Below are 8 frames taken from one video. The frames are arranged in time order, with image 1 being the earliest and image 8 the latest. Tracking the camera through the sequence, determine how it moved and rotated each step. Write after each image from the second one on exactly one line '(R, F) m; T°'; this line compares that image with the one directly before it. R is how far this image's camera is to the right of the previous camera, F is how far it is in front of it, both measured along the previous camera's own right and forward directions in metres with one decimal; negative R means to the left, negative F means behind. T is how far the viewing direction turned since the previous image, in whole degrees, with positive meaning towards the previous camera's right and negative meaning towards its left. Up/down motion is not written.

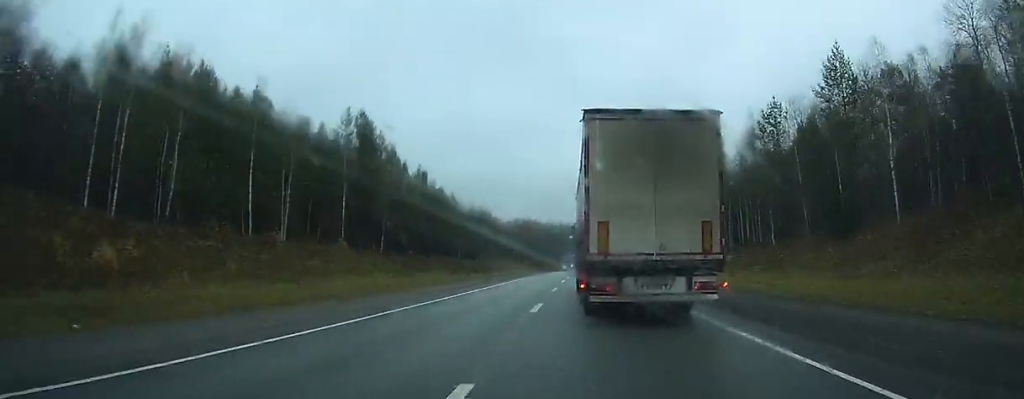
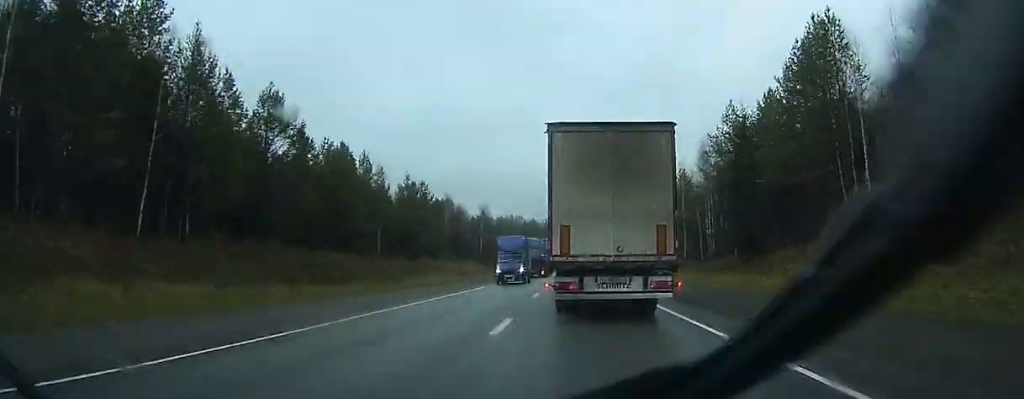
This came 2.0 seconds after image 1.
(+0.1, +40.9) m; +1°
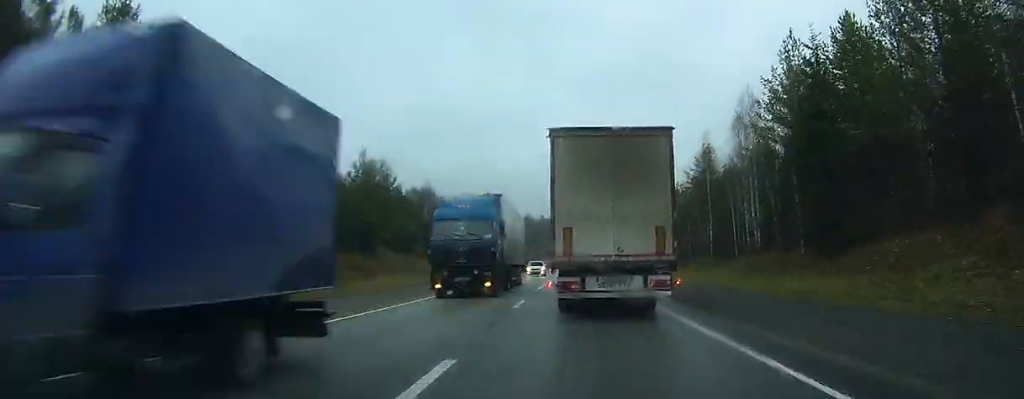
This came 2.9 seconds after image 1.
(0.0, +18.0) m; 0°
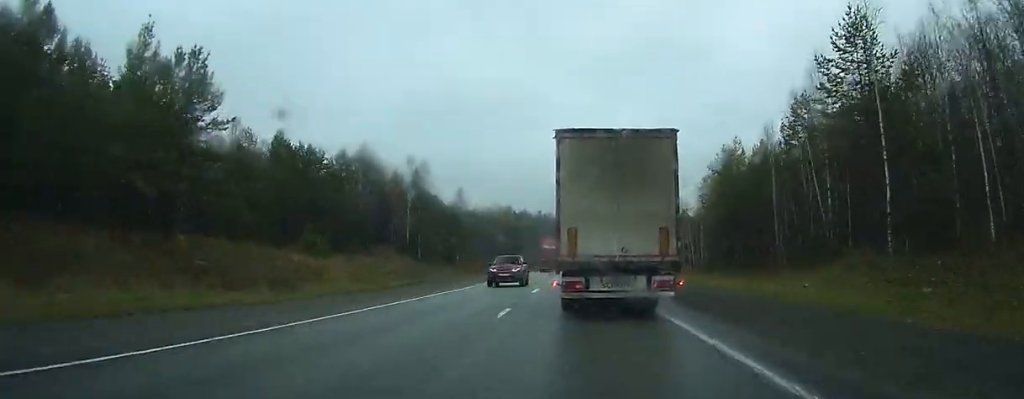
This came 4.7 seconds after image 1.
(+0.4, +39.5) m; +1°
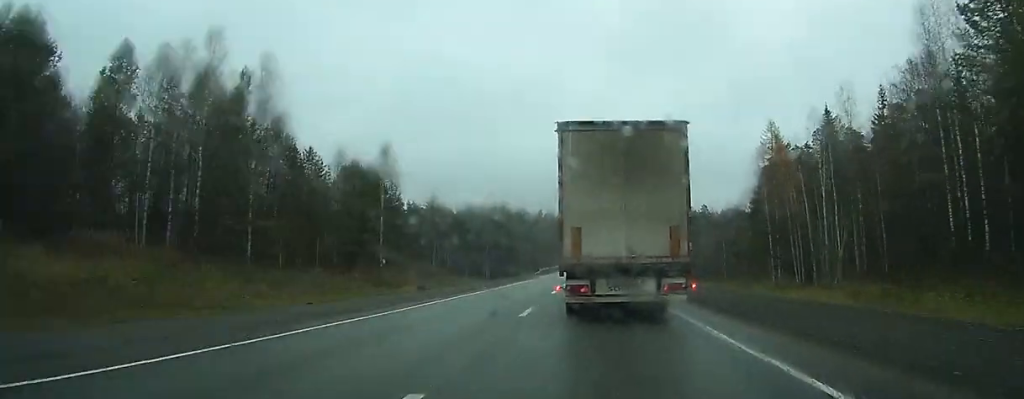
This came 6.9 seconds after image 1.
(+0.3, +46.5) m; 0°
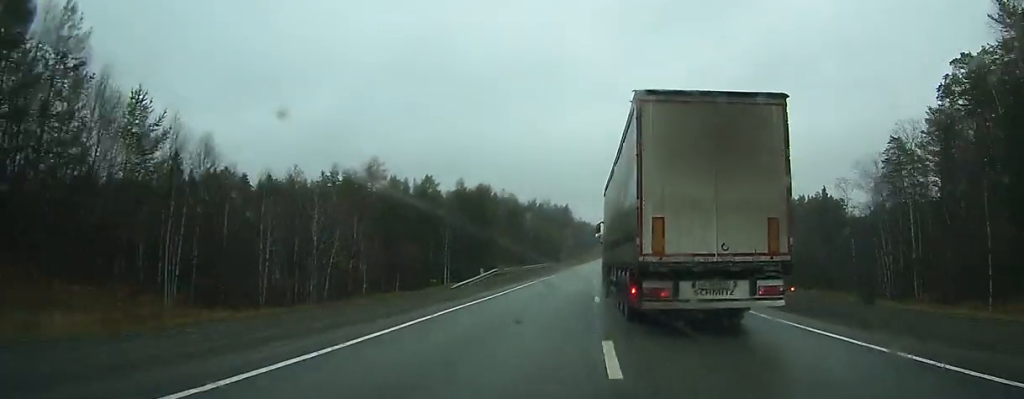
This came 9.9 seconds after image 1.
(-0.7, +67.6) m; 0°
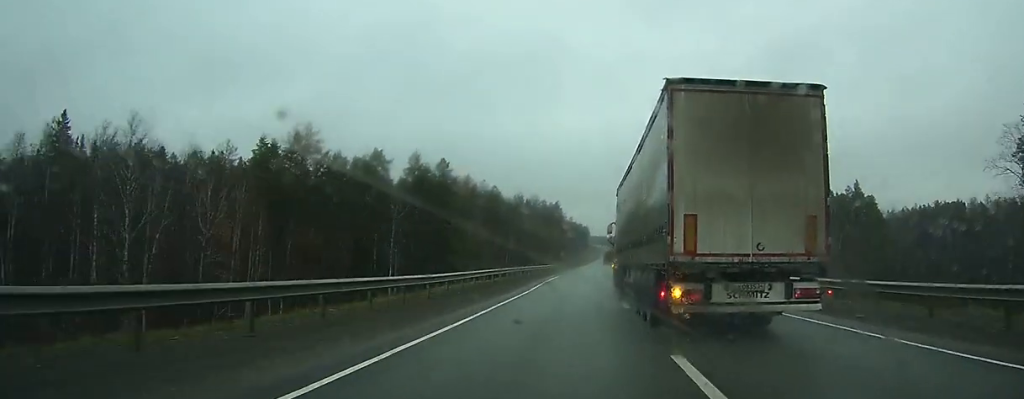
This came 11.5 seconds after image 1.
(+0.3, +36.7) m; +1°
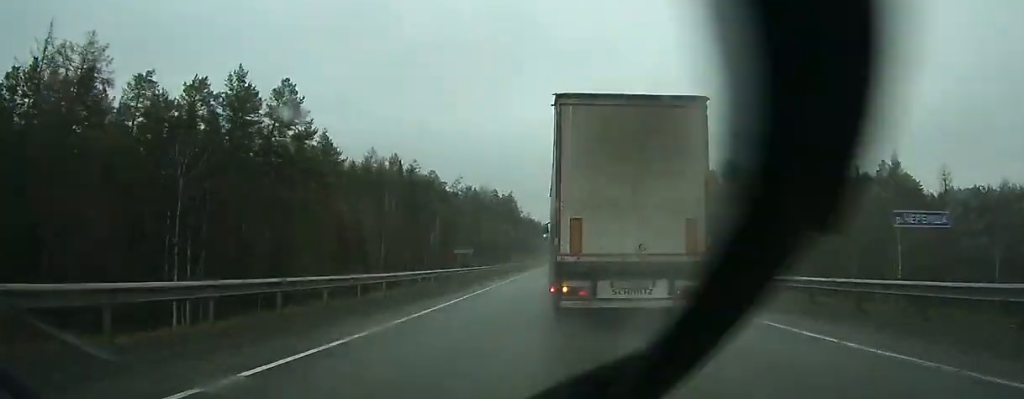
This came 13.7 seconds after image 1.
(+1.2, +52.4) m; +2°
